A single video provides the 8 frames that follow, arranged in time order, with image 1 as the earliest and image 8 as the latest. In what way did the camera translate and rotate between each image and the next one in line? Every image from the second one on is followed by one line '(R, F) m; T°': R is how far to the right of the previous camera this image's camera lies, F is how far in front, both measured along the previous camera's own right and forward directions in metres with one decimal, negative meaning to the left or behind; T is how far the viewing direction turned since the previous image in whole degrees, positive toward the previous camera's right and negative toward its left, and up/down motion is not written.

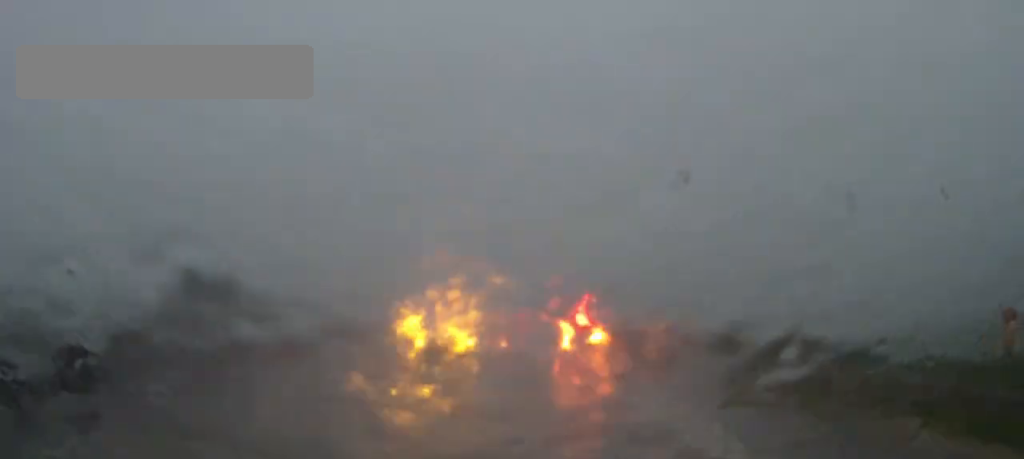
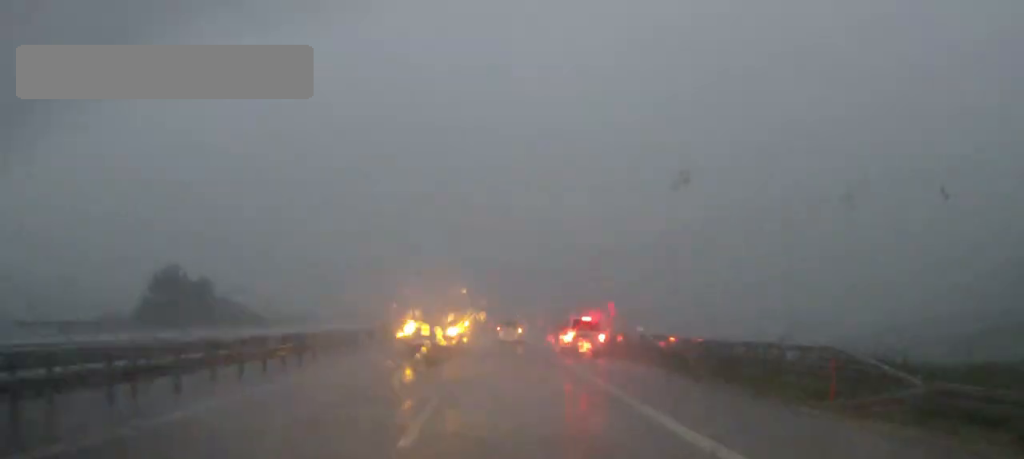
(0.0, +4.1) m; 0°
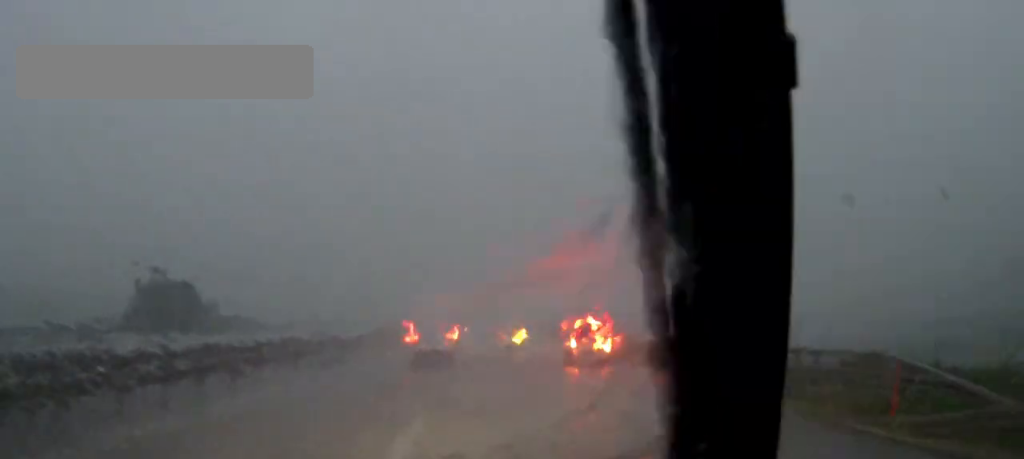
(0.0, +2.7) m; 0°
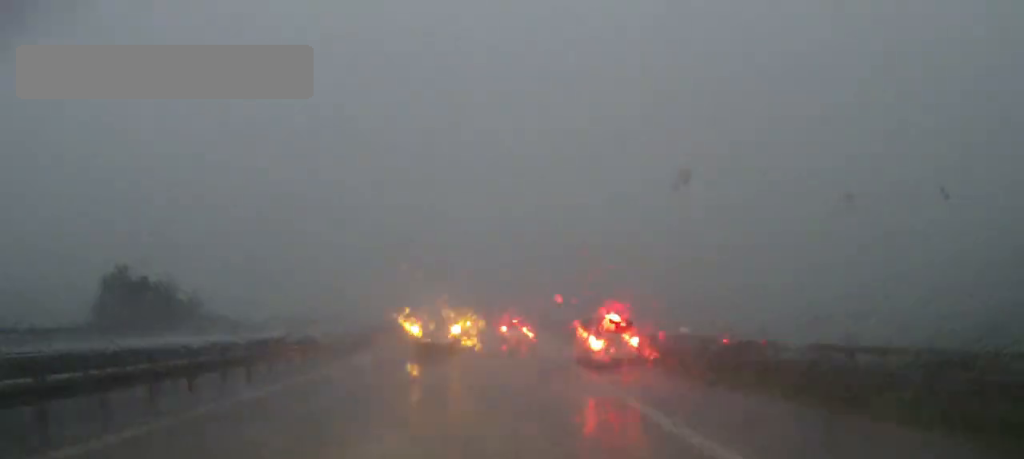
(0.0, +6.6) m; 0°
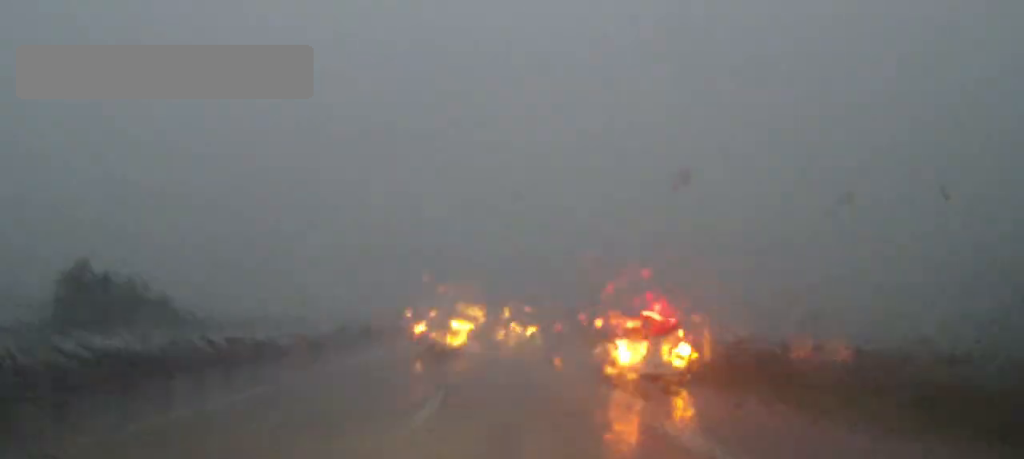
(0.0, +7.3) m; 0°
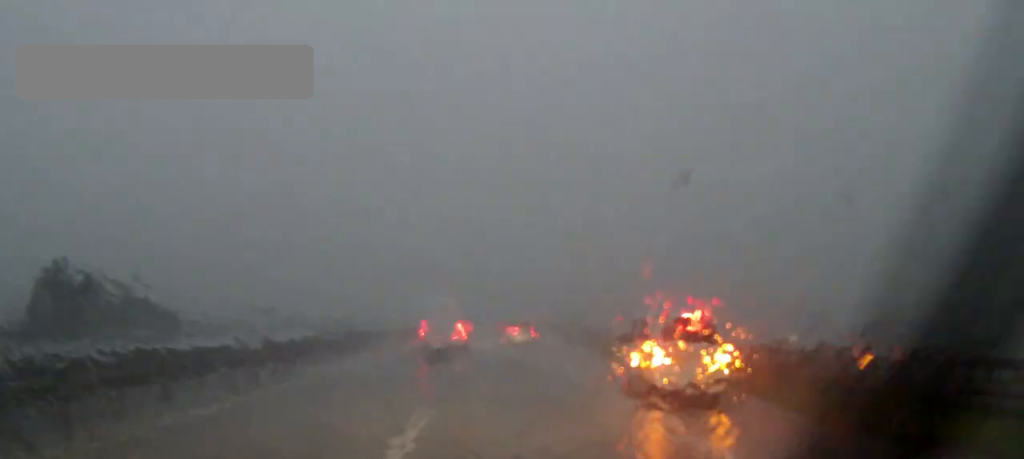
(0.0, +3.9) m; 0°
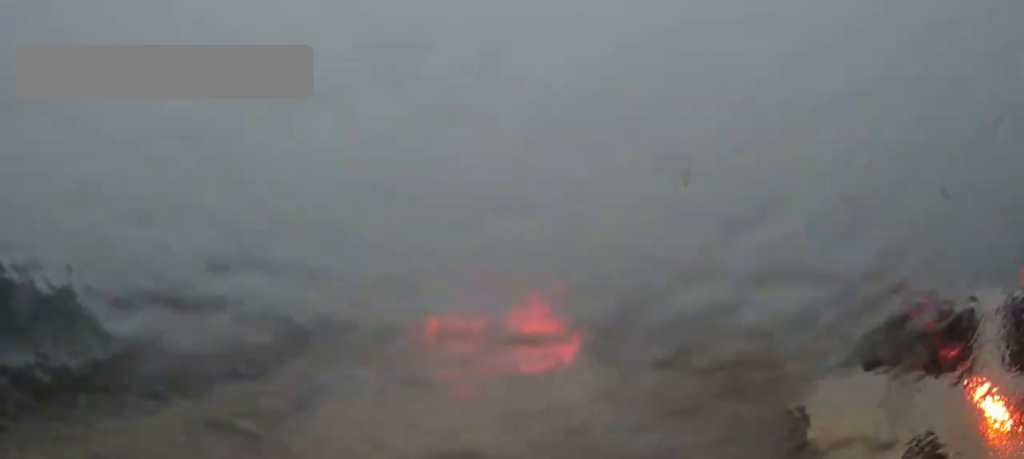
(+0.1, +12.1) m; +1°
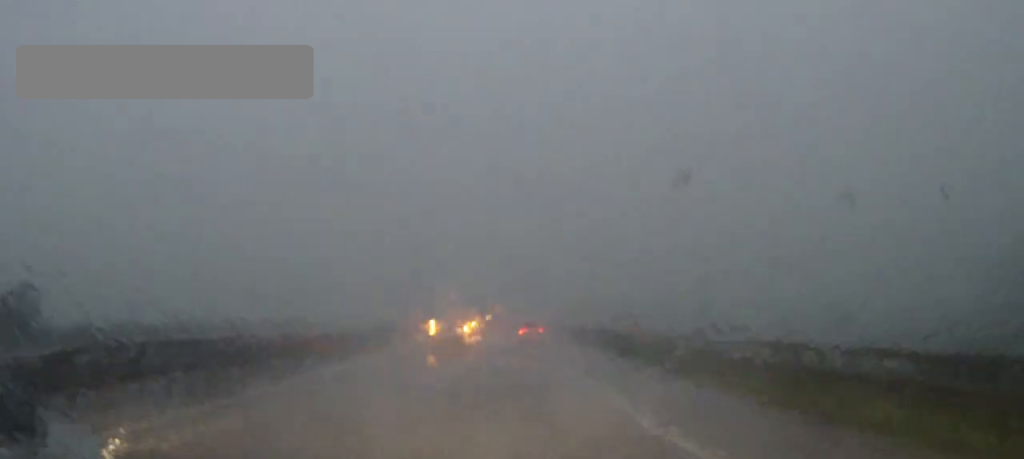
(0.0, +10.6) m; 0°
